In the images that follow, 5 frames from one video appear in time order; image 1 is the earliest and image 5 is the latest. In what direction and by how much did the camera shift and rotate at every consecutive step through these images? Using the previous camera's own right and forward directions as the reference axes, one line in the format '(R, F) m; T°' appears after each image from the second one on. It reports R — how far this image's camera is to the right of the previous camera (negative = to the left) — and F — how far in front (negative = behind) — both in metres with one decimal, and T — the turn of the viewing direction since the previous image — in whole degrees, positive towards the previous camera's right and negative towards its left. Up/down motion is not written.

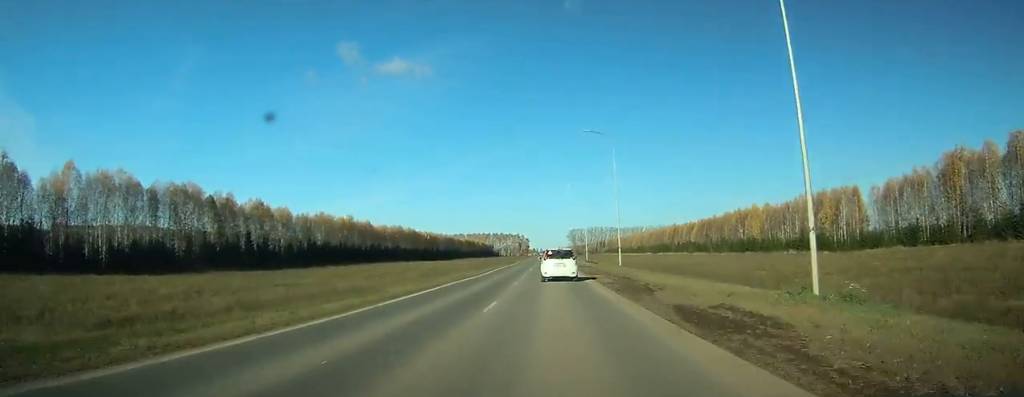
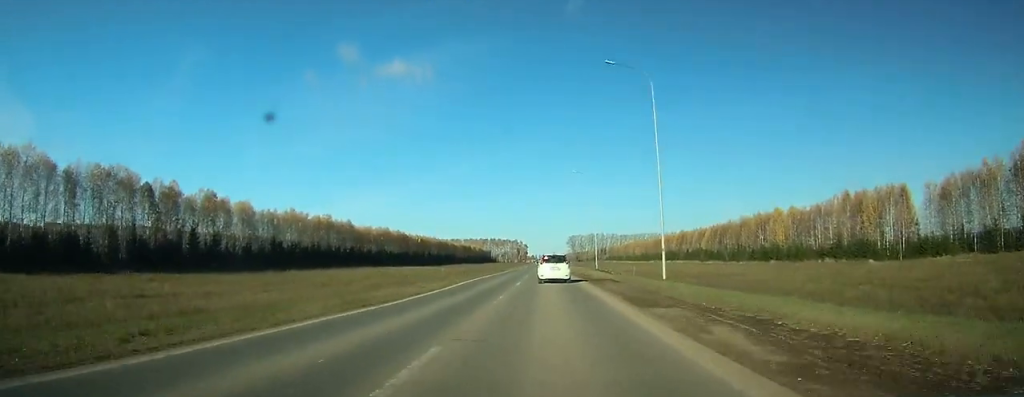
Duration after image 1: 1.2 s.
(0.0, +20.8) m; 0°
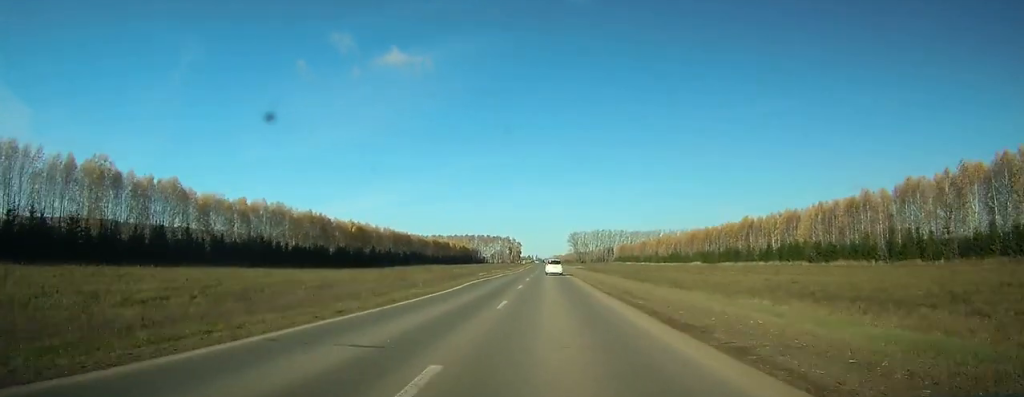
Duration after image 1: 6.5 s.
(-1.3, +104.8) m; -1°
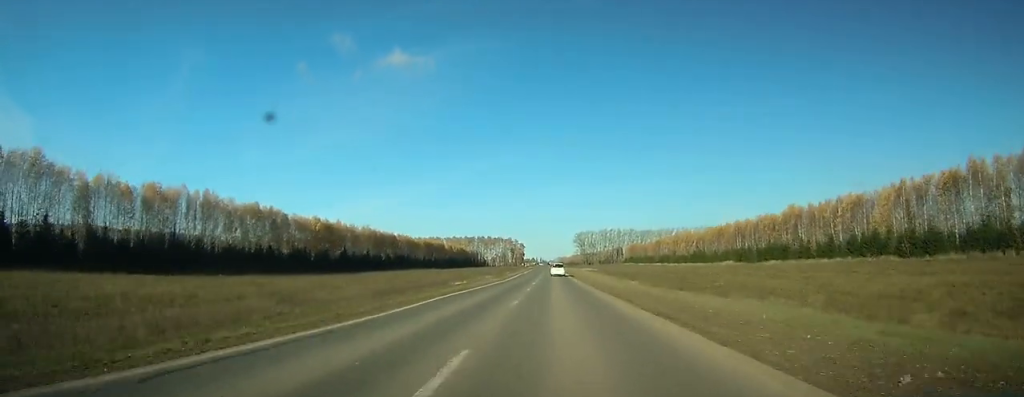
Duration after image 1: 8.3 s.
(+0.1, +39.1) m; 0°
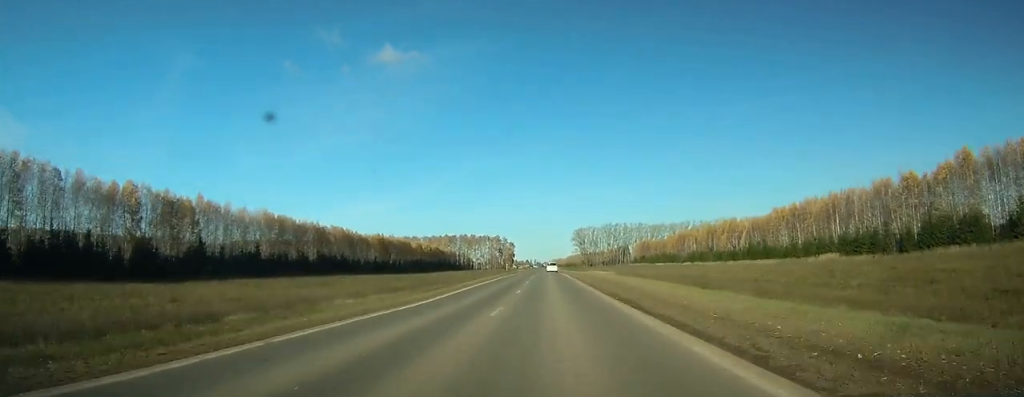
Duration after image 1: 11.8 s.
(+0.4, +82.6) m; +1°
